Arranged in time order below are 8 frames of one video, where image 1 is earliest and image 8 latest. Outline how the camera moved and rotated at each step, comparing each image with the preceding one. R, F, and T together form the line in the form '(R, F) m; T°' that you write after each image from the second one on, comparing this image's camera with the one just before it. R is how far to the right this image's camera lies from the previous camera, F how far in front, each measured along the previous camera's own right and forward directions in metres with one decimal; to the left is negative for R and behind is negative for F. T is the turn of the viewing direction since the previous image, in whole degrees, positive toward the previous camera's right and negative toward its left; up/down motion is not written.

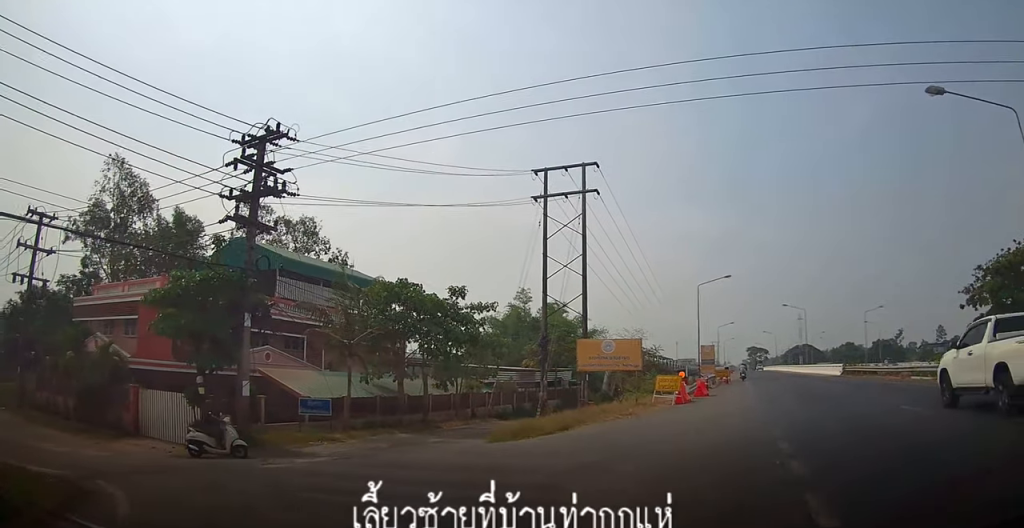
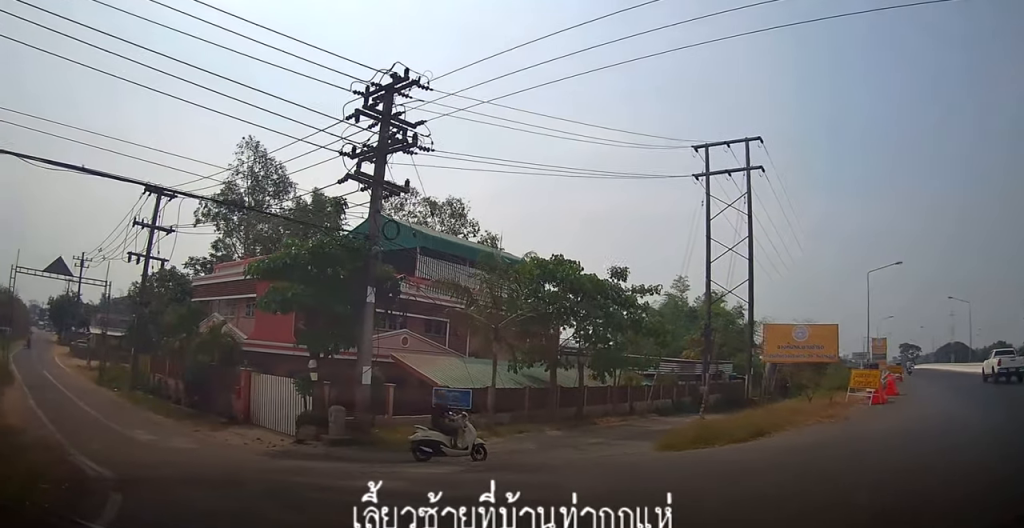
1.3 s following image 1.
(-0.4, +5.4) m; -15°
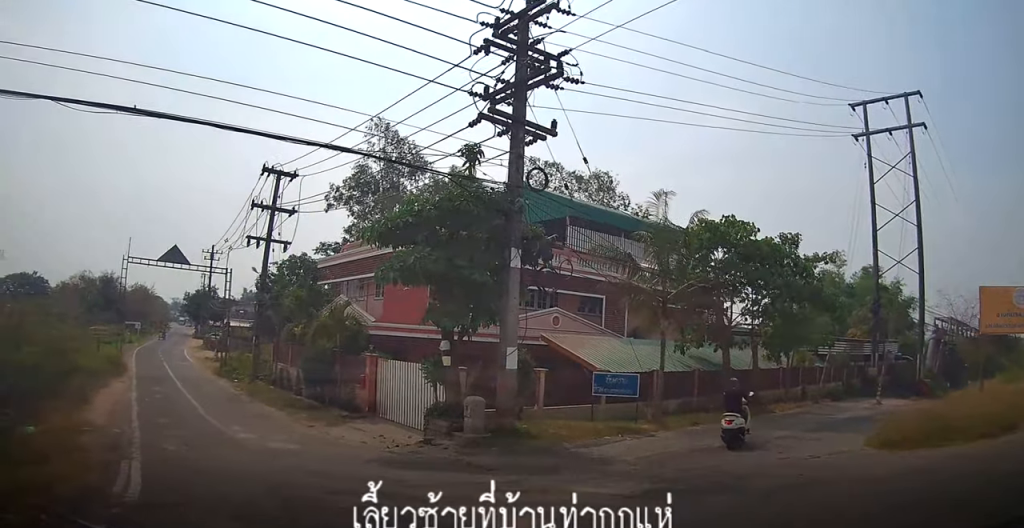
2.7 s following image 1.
(-0.9, +3.8) m; -20°
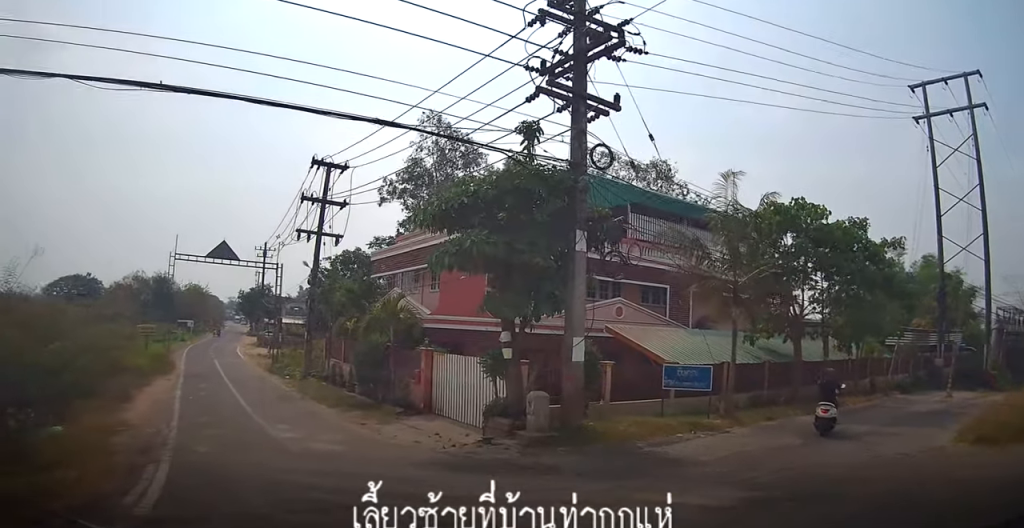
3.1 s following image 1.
(0.0, +1.0) m; -5°
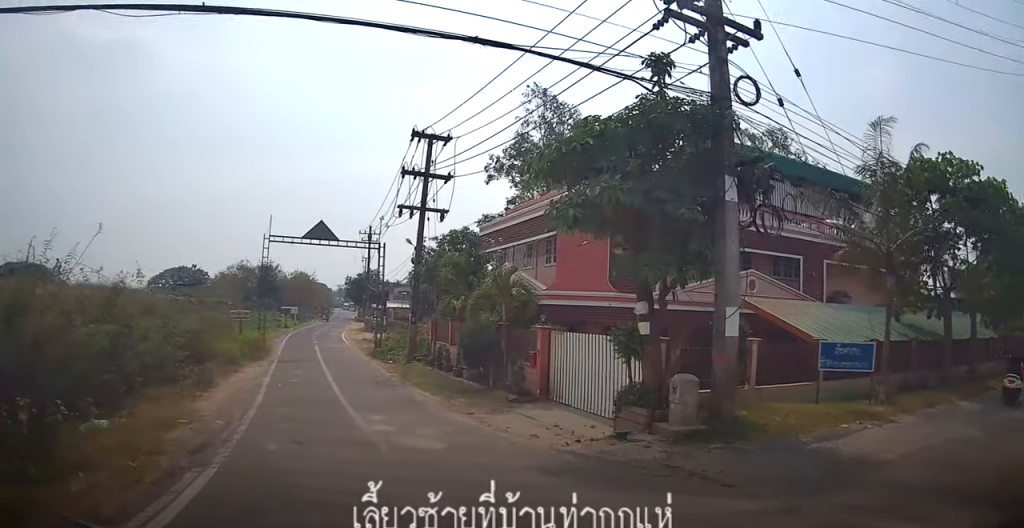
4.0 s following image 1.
(-0.2, +1.8) m; -11°
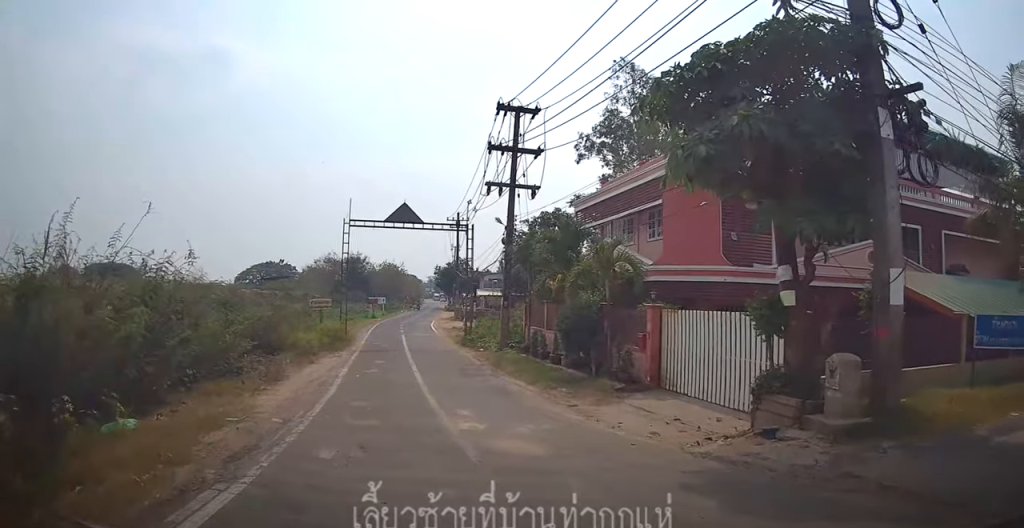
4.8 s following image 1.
(-0.1, +1.6) m; -6°
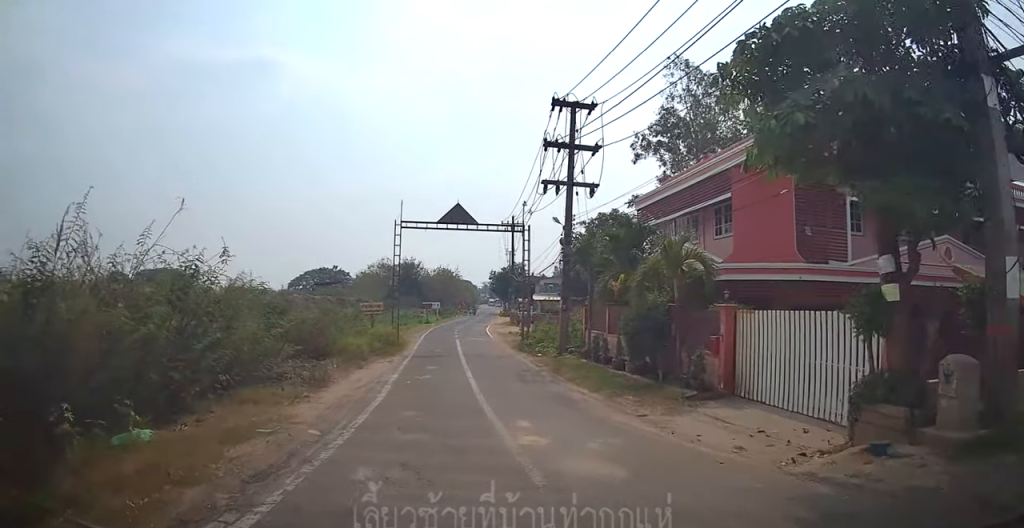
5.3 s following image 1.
(0.0, +0.9) m; -2°
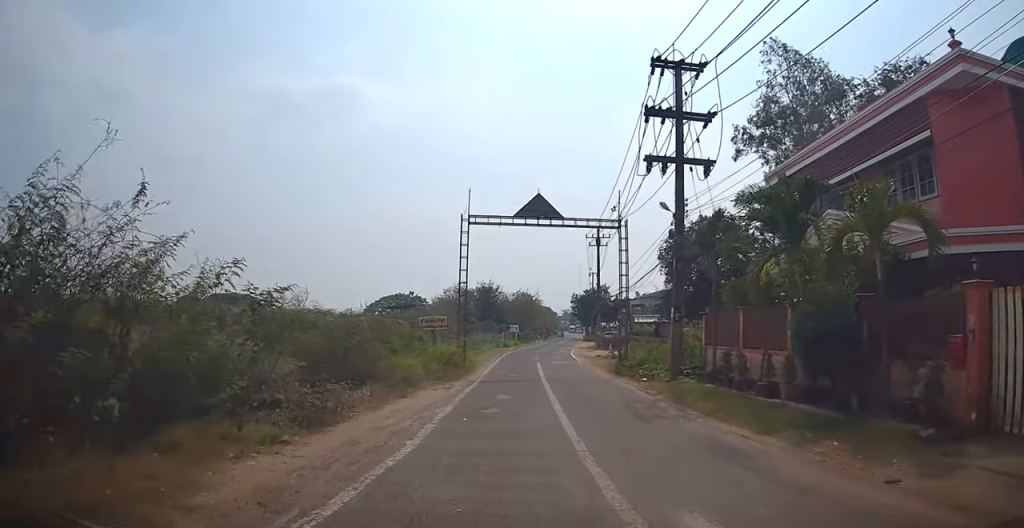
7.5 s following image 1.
(0.0, +5.6) m; +2°
